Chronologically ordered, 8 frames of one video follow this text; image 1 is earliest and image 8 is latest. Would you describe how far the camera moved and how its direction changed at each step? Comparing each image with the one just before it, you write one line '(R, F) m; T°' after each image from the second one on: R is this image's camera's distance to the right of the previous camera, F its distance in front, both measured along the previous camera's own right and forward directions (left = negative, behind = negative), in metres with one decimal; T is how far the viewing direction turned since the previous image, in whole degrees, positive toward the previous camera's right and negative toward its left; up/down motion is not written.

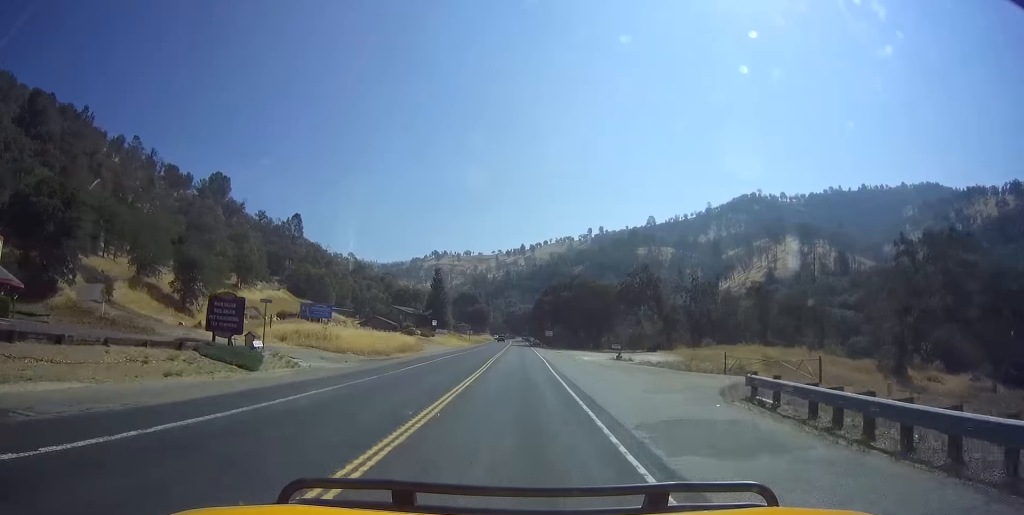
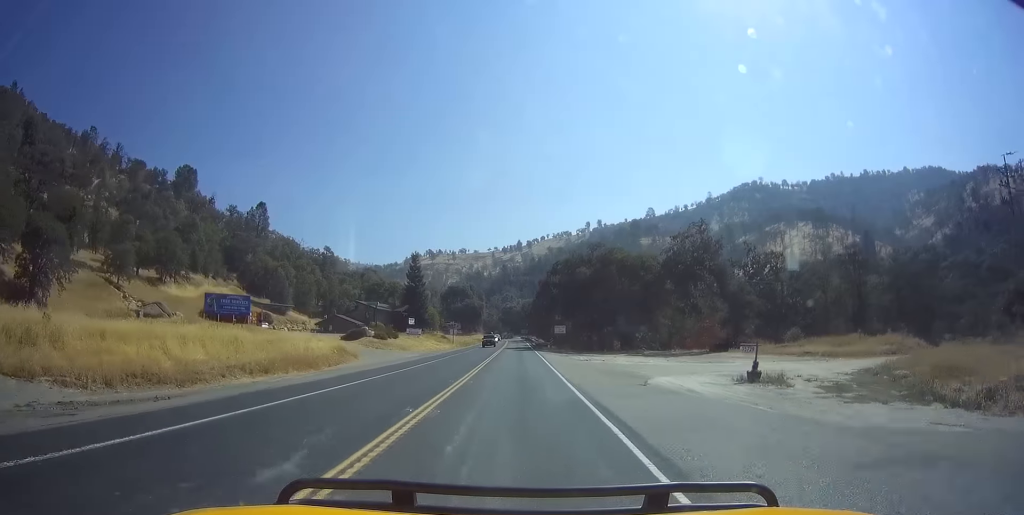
(-0.1, +28.5) m; 0°
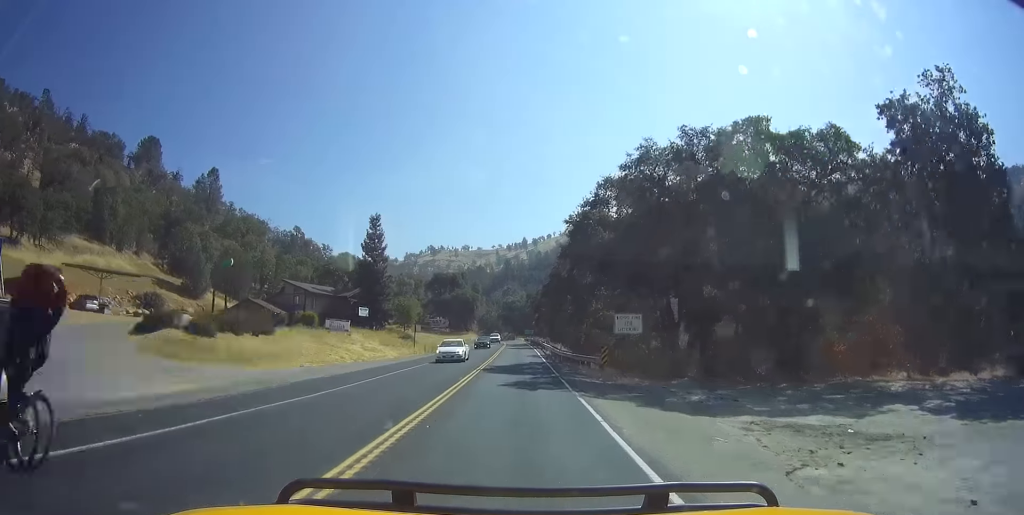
(-0.2, +38.1) m; -1°
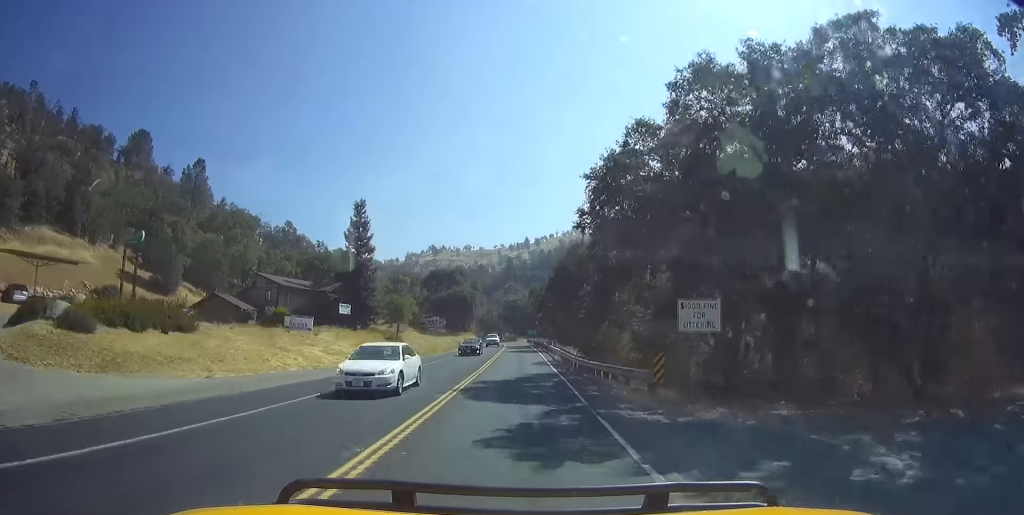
(0.0, +9.5) m; 0°
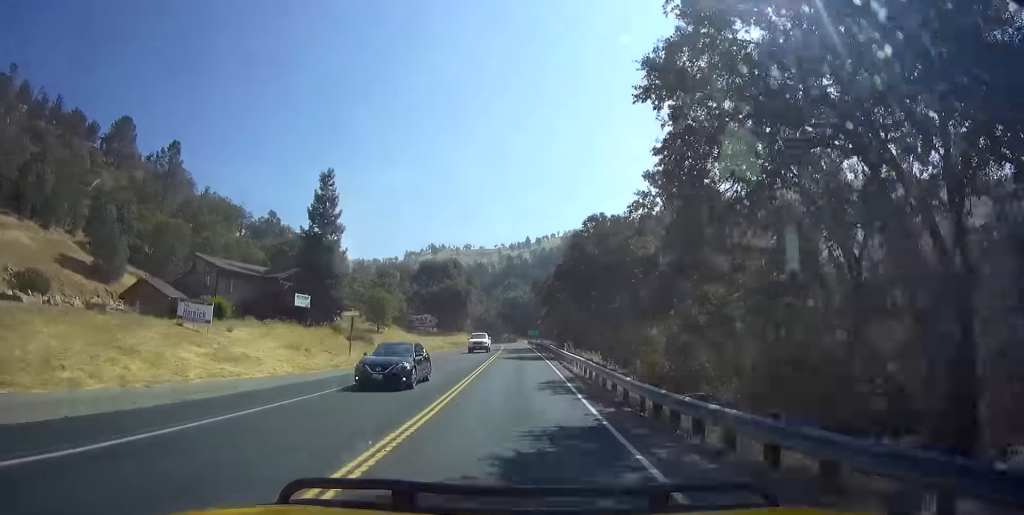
(-0.1, +14.2) m; 0°
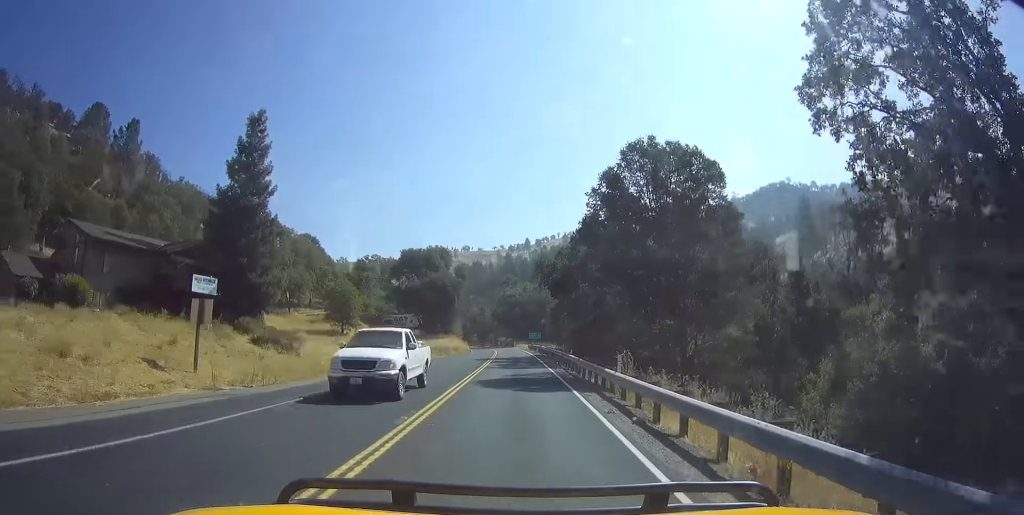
(+0.1, +18.8) m; 0°
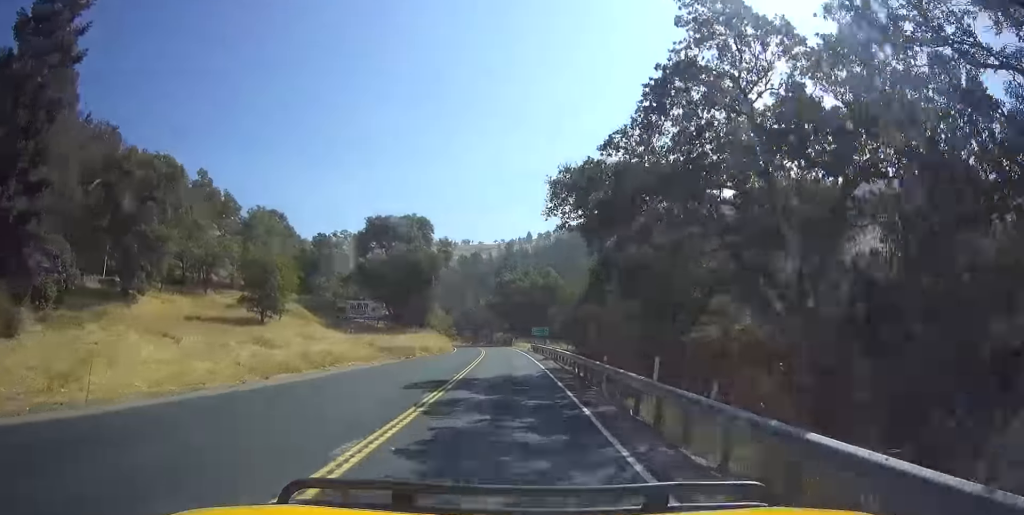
(-0.1, +24.9) m; -1°
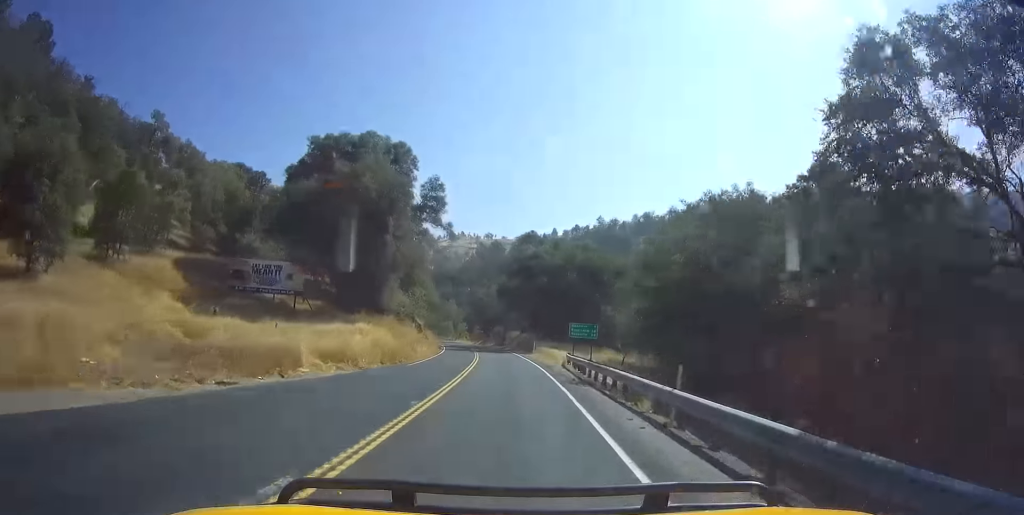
(-0.5, +31.6) m; -2°
